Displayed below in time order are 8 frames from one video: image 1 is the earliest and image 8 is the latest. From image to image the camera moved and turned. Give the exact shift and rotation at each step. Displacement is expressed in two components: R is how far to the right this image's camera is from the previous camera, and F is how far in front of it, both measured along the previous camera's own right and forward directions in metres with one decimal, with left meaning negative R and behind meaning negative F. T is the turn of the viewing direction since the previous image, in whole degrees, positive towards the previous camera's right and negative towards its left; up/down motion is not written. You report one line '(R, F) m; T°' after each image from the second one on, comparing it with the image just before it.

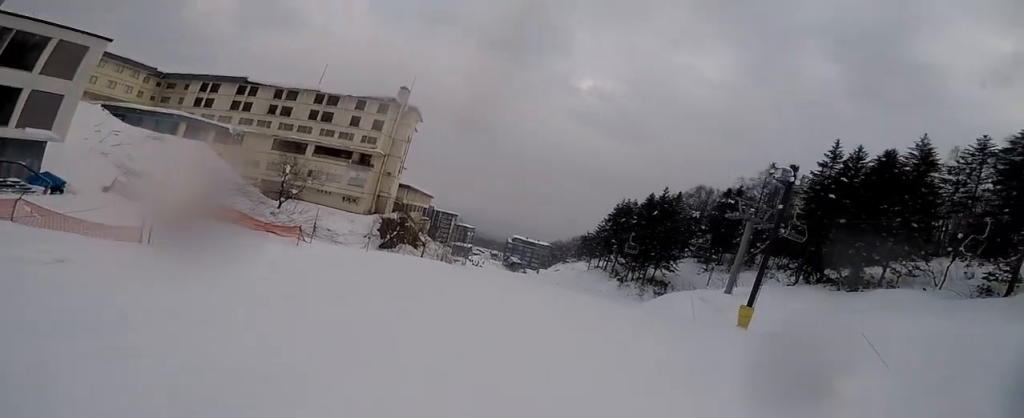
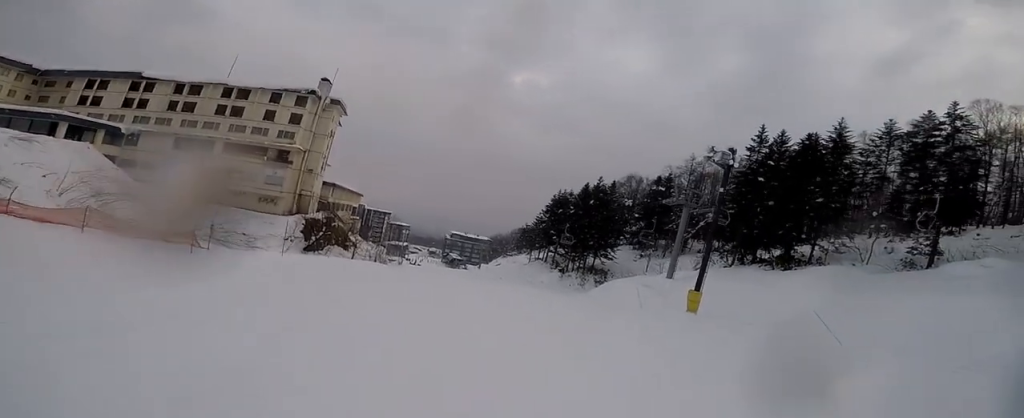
(-0.1, +2.2) m; +18°
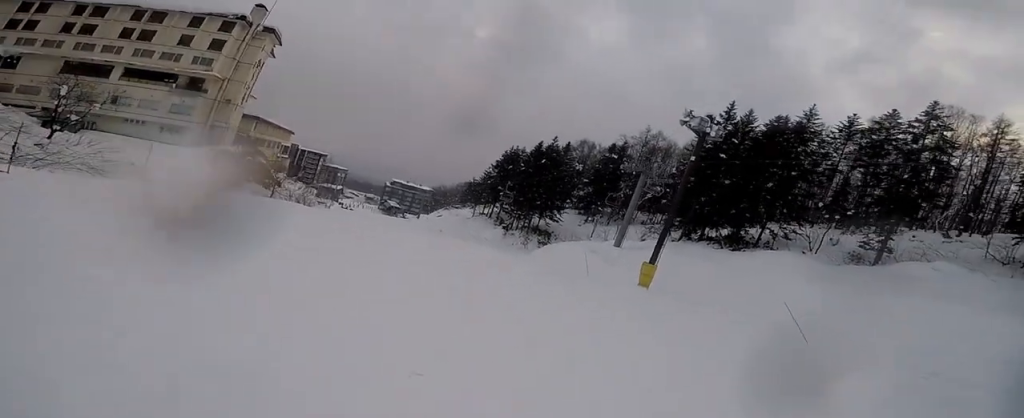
(+1.4, +3.5) m; +16°
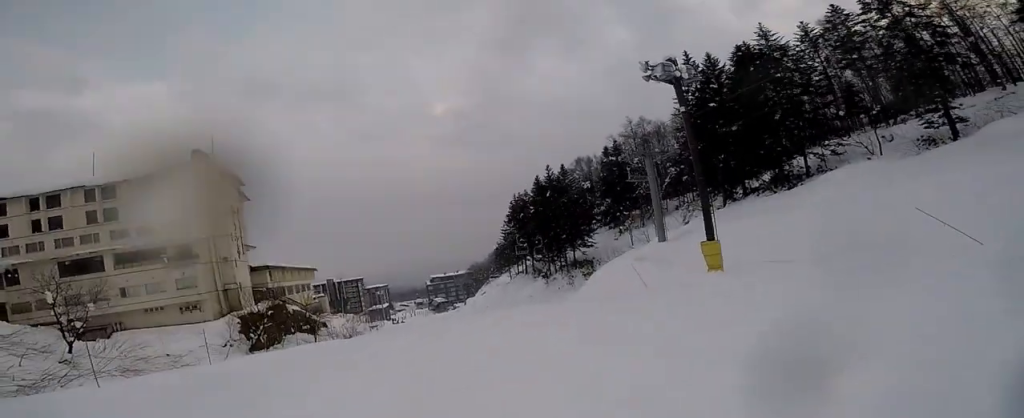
(-0.3, +4.8) m; +6°
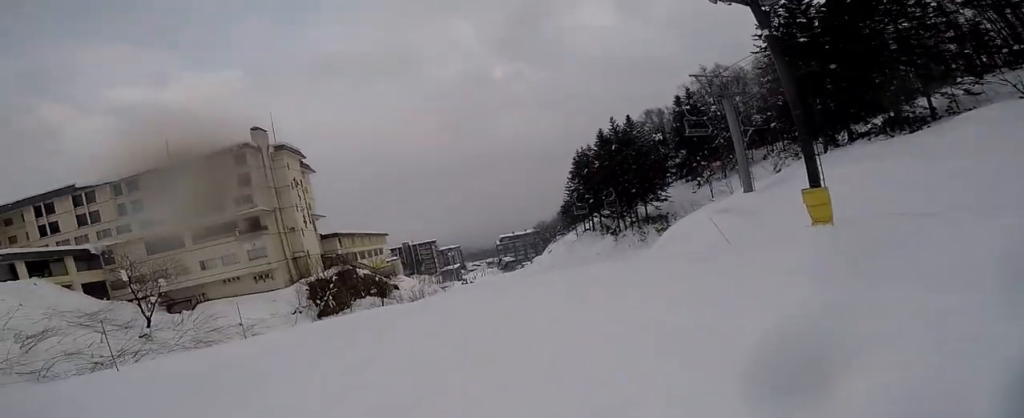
(+0.8, +3.5) m; -24°
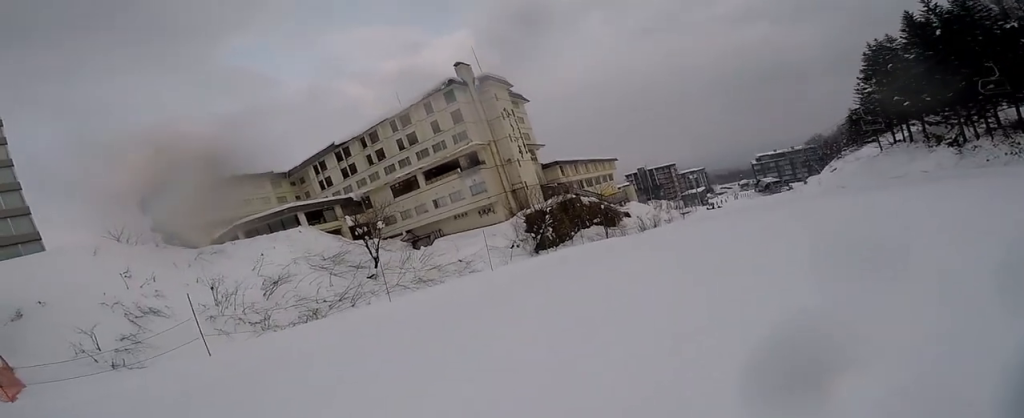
(-4.8, +8.0) m; -53°
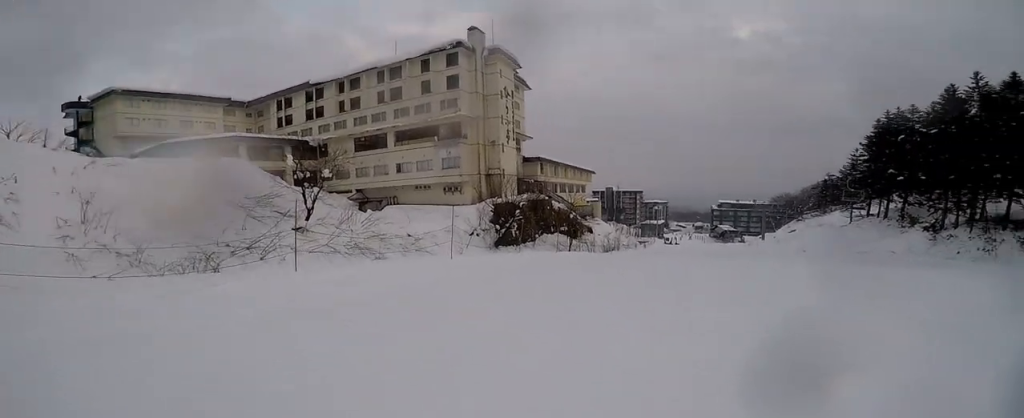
(-1.7, +3.6) m; +9°
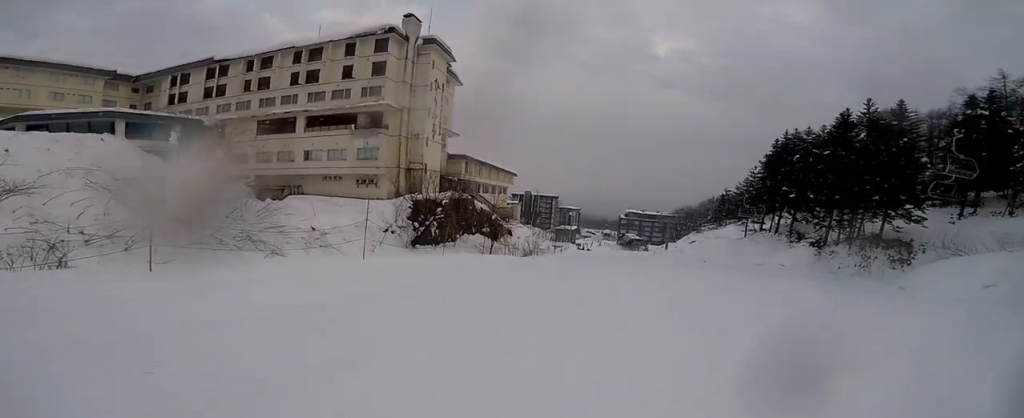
(+0.7, +1.7) m; +19°
